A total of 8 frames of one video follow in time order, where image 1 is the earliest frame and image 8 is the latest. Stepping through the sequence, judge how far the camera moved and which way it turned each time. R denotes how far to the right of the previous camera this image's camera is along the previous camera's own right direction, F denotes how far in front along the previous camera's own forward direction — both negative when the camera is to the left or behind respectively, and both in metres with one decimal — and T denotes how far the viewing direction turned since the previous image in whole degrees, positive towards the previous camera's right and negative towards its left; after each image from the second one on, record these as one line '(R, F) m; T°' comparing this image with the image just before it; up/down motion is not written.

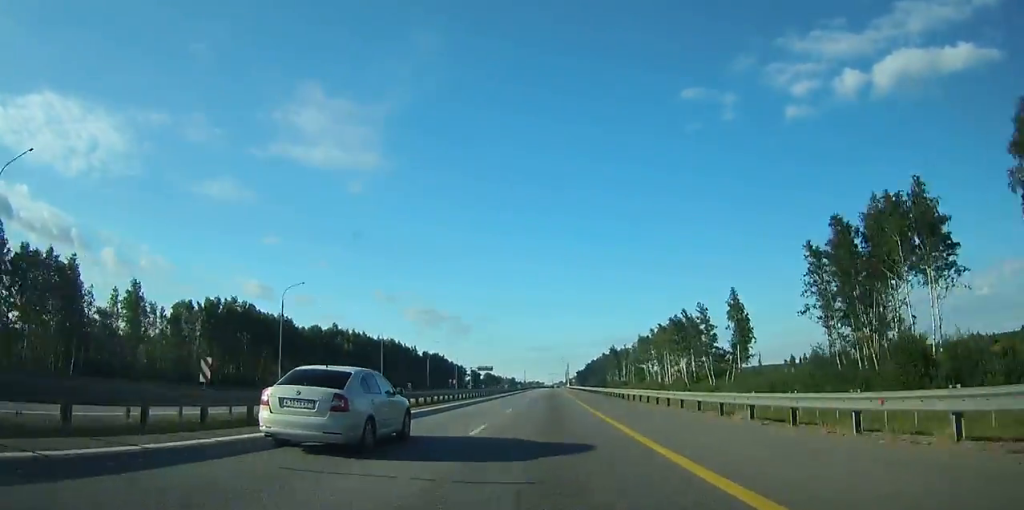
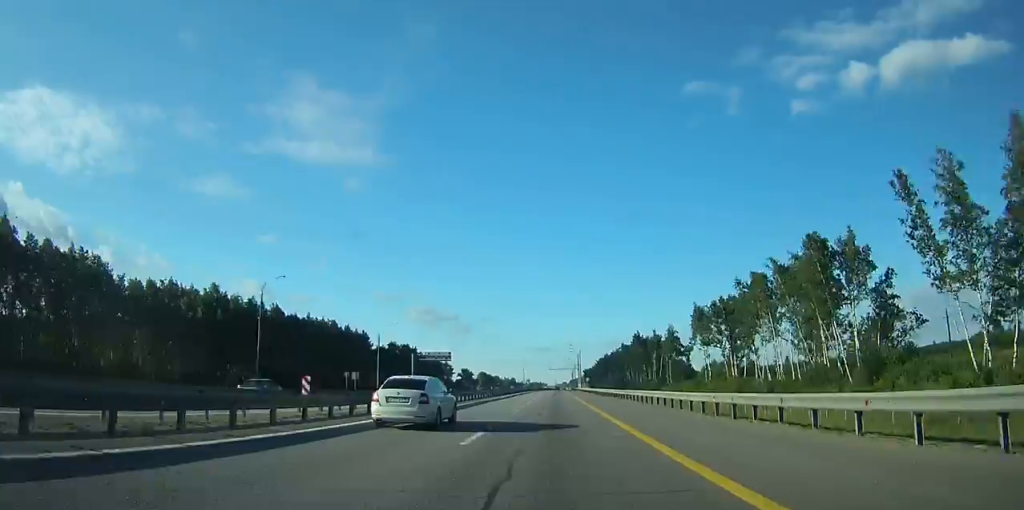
(0.0, +71.5) m; 0°
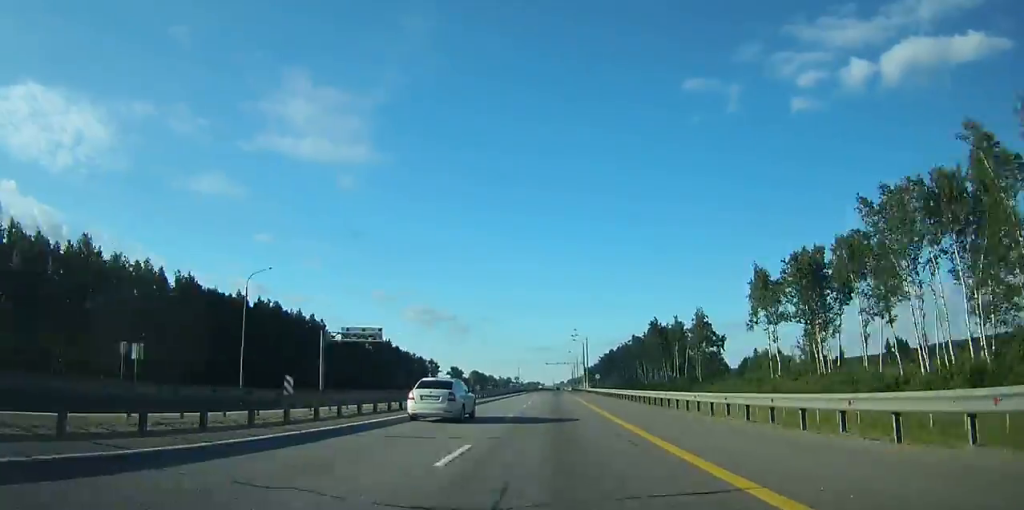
(-0.1, +36.4) m; 0°
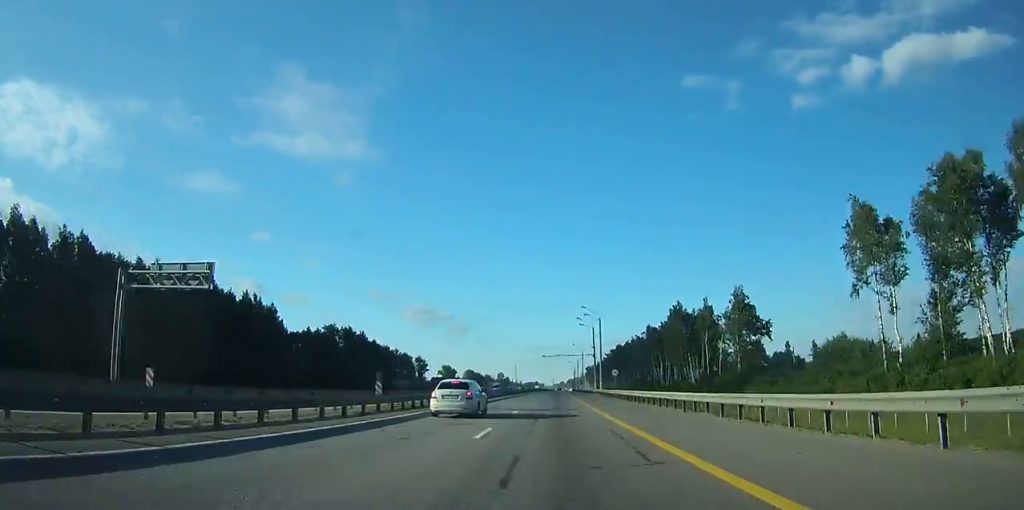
(+0.1, +28.4) m; 0°
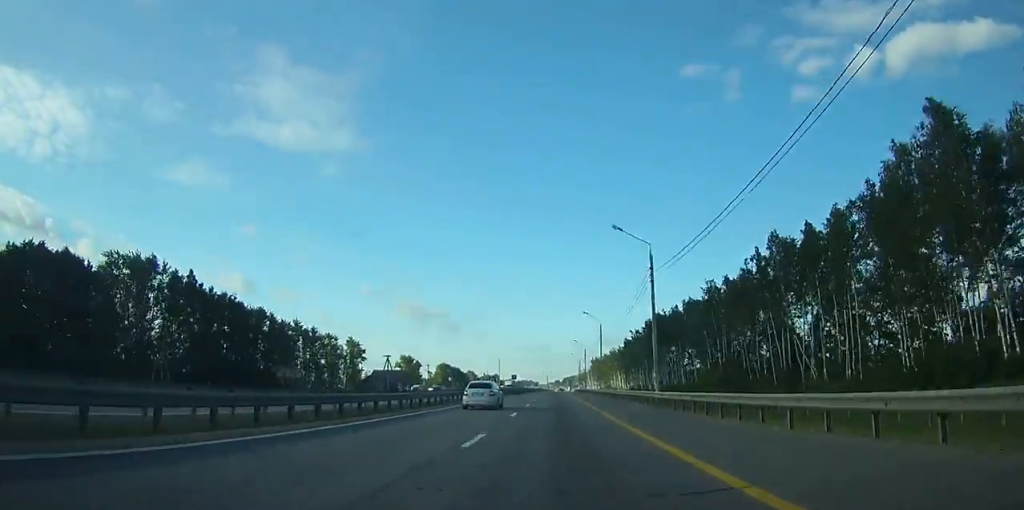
(+0.2, +97.8) m; 0°
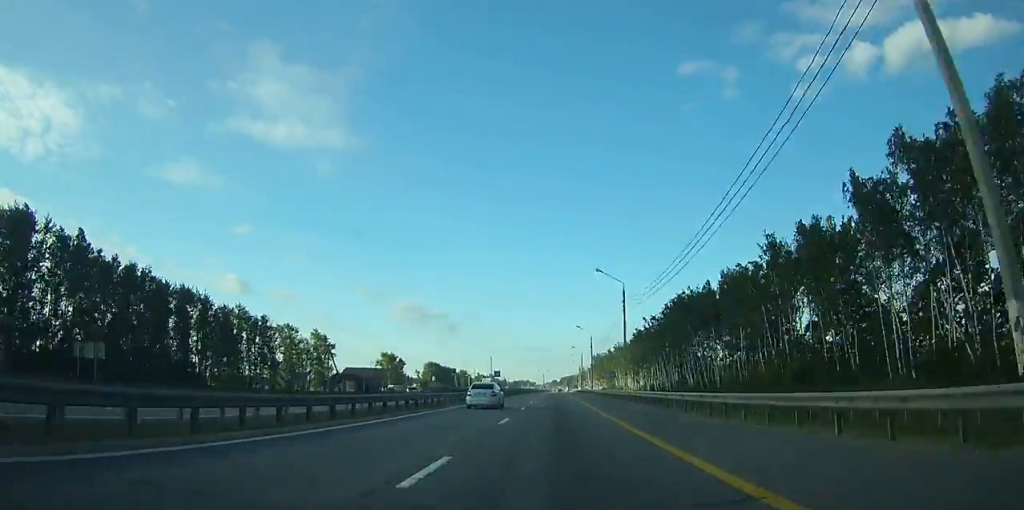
(+0.1, +29.7) m; 0°
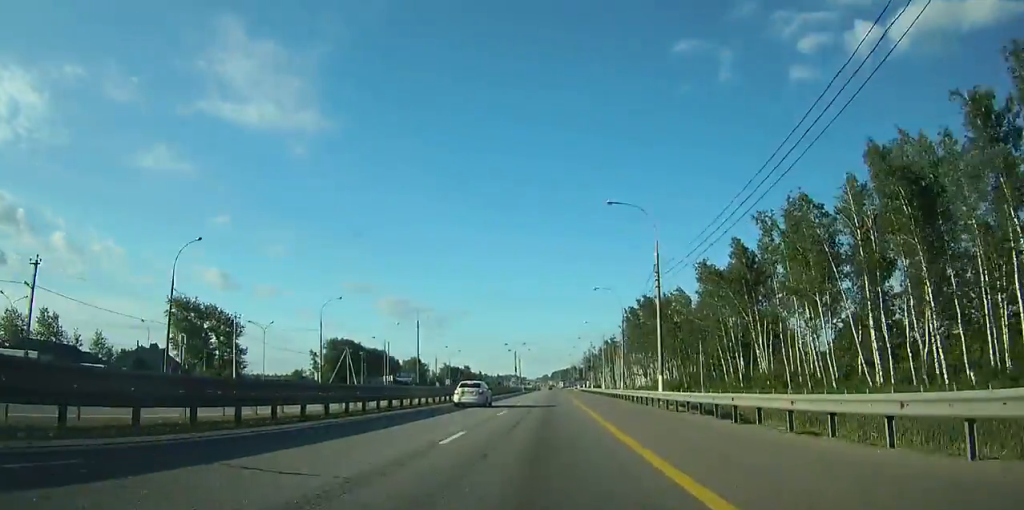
(+1.6, +158.5) m; +1°
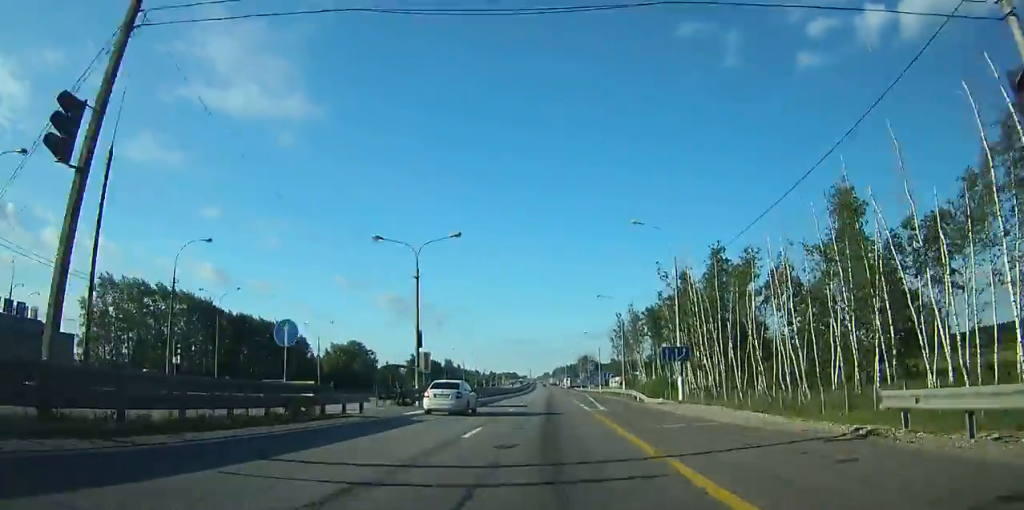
(0.0, +118.7) m; 0°
